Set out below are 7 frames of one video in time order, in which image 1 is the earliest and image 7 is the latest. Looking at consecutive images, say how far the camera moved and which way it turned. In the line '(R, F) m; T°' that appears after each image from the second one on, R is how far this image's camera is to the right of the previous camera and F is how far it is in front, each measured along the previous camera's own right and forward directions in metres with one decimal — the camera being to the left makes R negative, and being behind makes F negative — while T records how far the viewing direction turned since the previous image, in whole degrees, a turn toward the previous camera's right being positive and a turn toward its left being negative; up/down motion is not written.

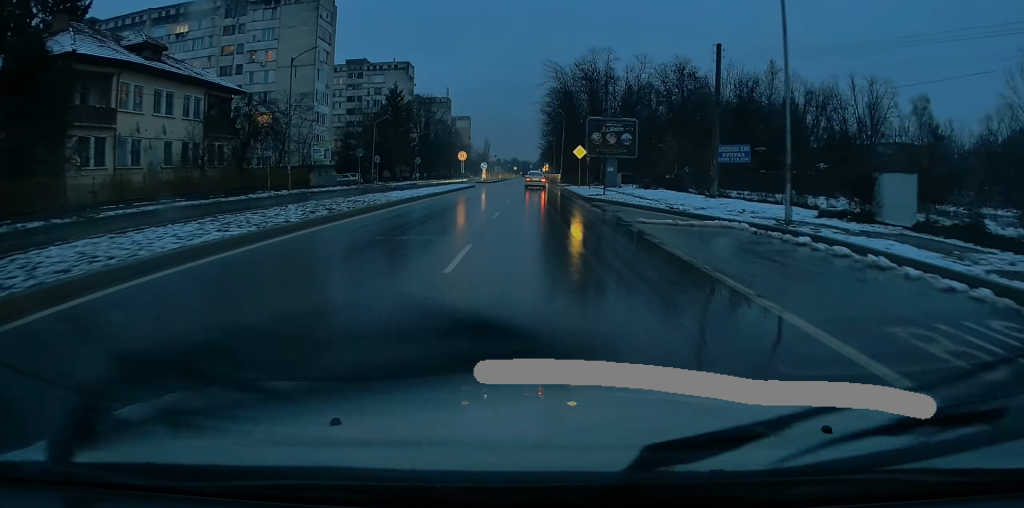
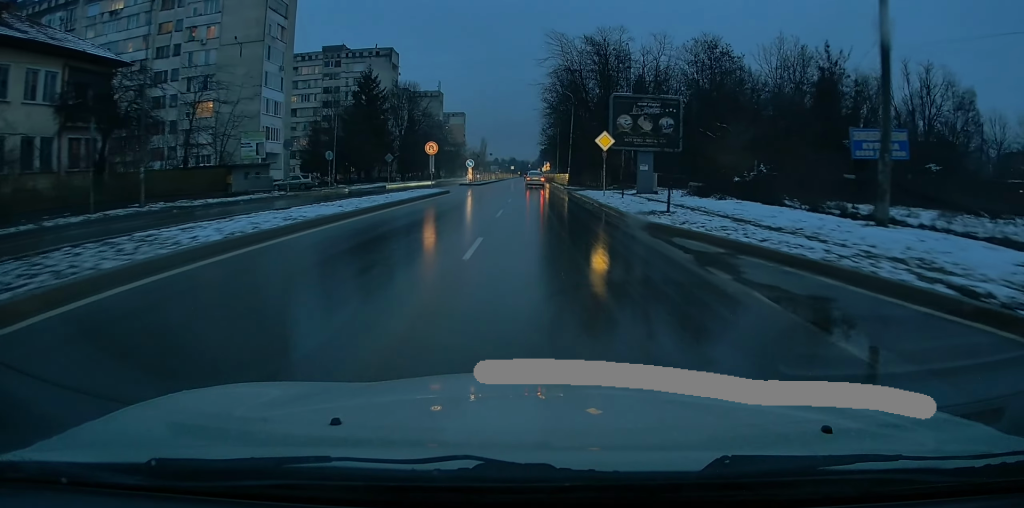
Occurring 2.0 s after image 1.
(-1.0, +16.2) m; -3°
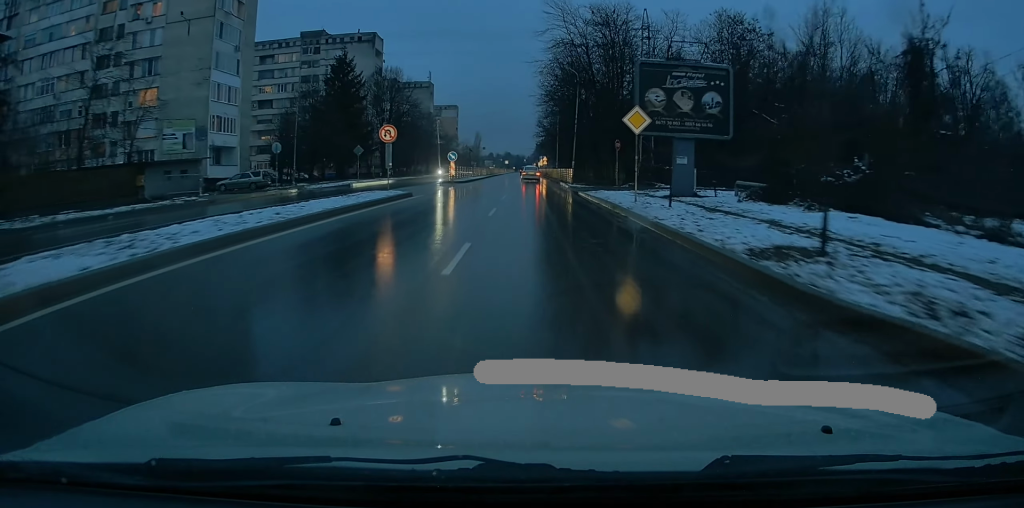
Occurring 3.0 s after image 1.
(+0.7, +10.4) m; +2°
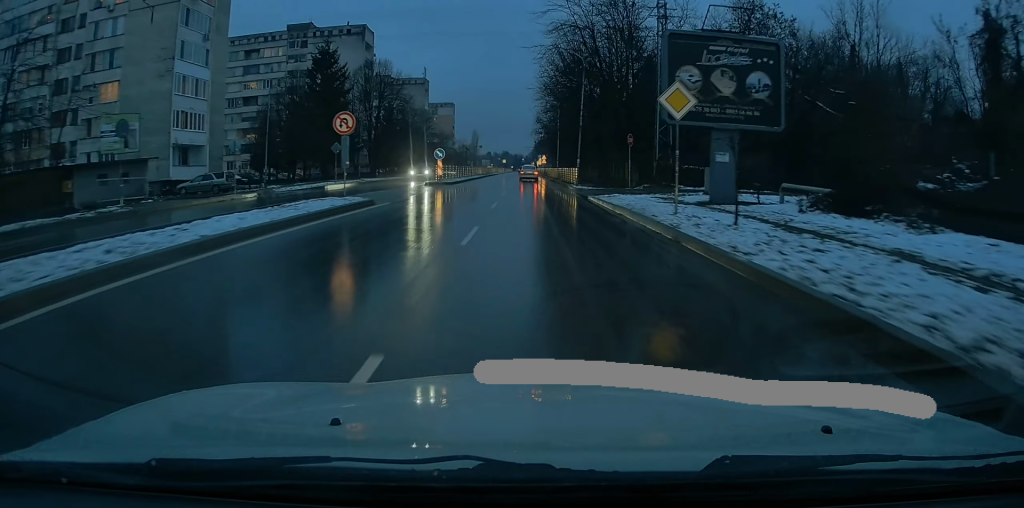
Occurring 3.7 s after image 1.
(-0.3, +6.3) m; 0°
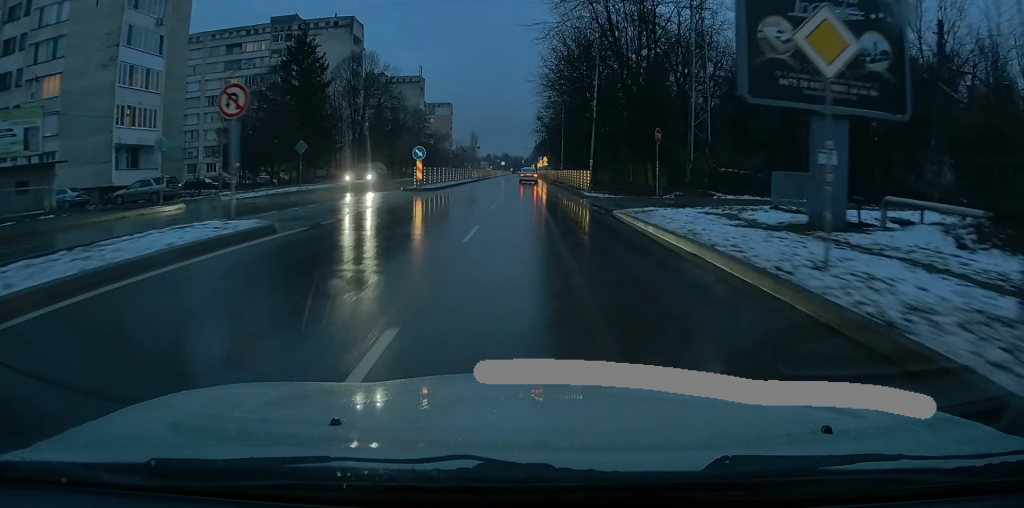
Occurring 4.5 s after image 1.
(+0.1, +8.2) m; +1°
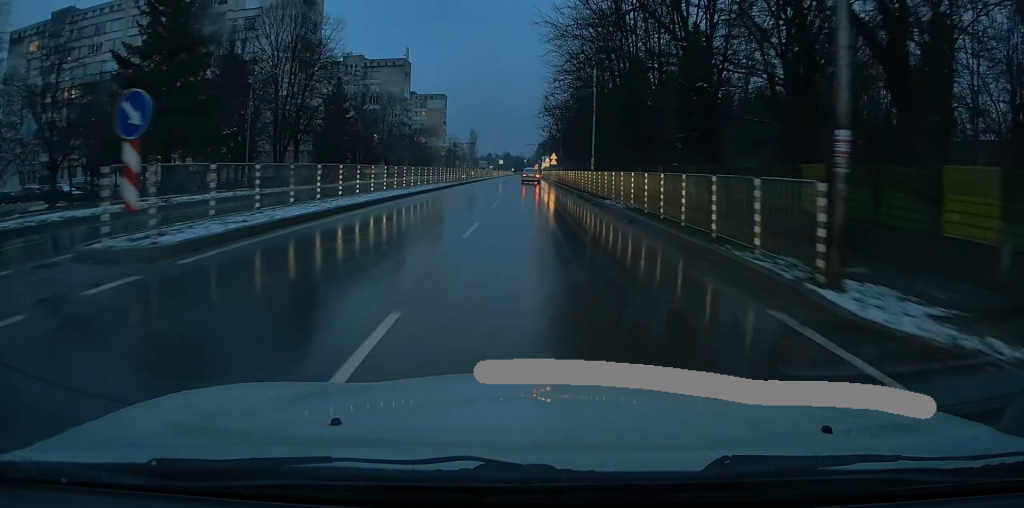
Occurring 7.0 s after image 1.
(+0.2, +25.5) m; -2°
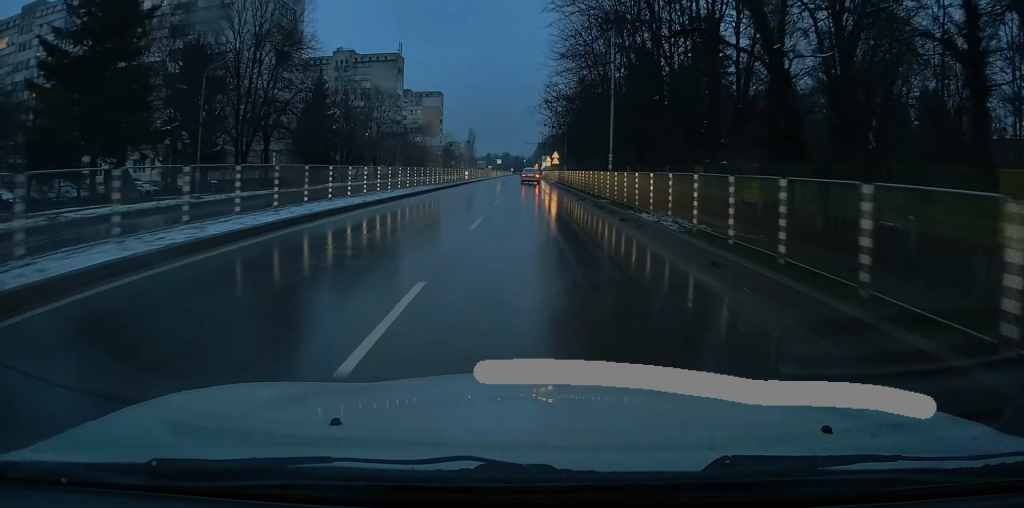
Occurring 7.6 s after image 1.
(-0.3, +6.9) m; 0°
